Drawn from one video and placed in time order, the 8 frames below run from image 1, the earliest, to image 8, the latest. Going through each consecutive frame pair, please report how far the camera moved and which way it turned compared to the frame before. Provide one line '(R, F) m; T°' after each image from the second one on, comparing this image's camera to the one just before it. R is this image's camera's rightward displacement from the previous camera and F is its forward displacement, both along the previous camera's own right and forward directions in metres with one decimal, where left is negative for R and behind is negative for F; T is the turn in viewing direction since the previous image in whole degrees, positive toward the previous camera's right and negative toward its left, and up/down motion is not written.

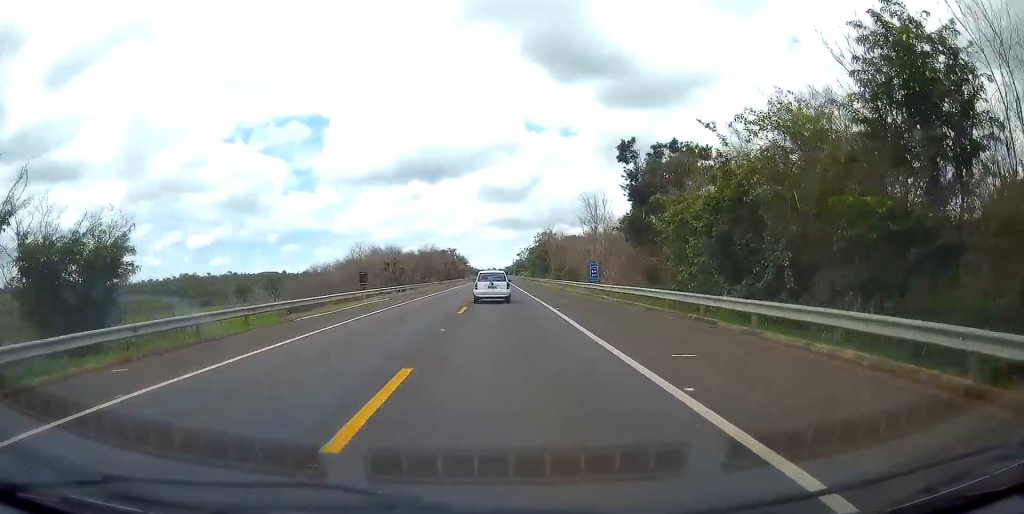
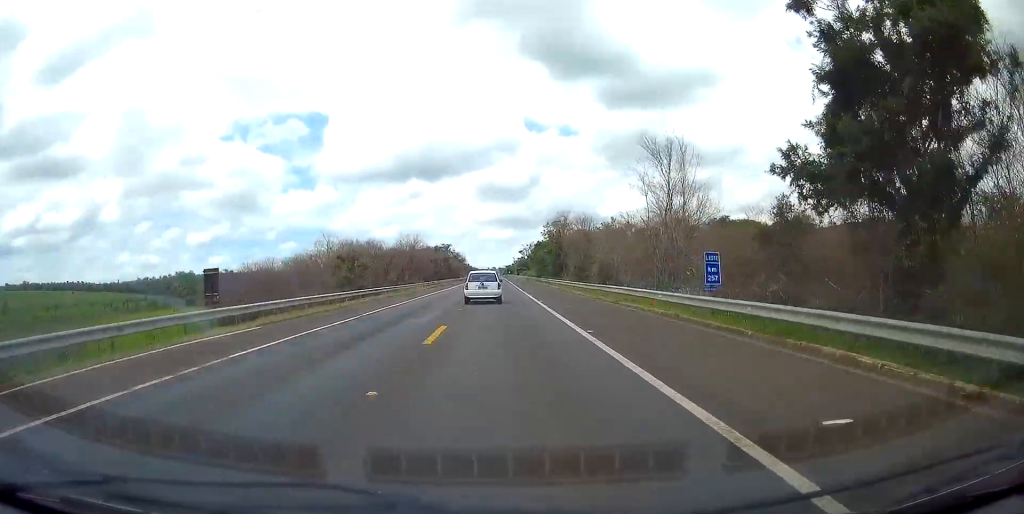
(0.0, +24.4) m; 0°
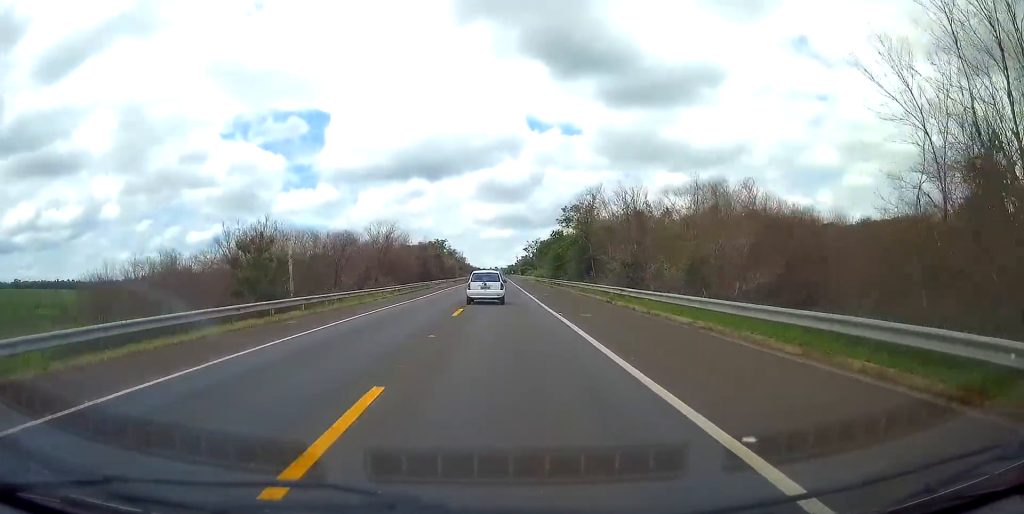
(0.0, +24.6) m; 0°
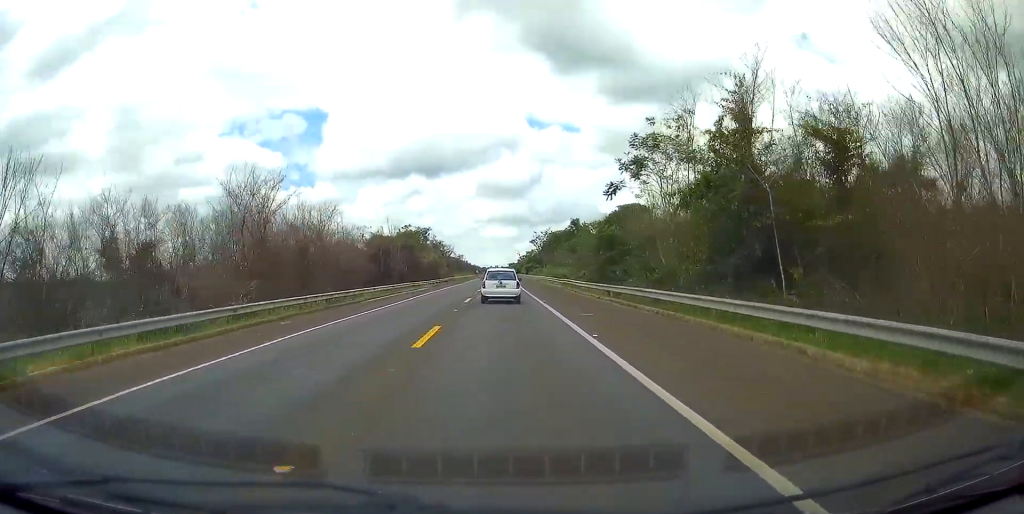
(+0.1, +40.2) m; +1°
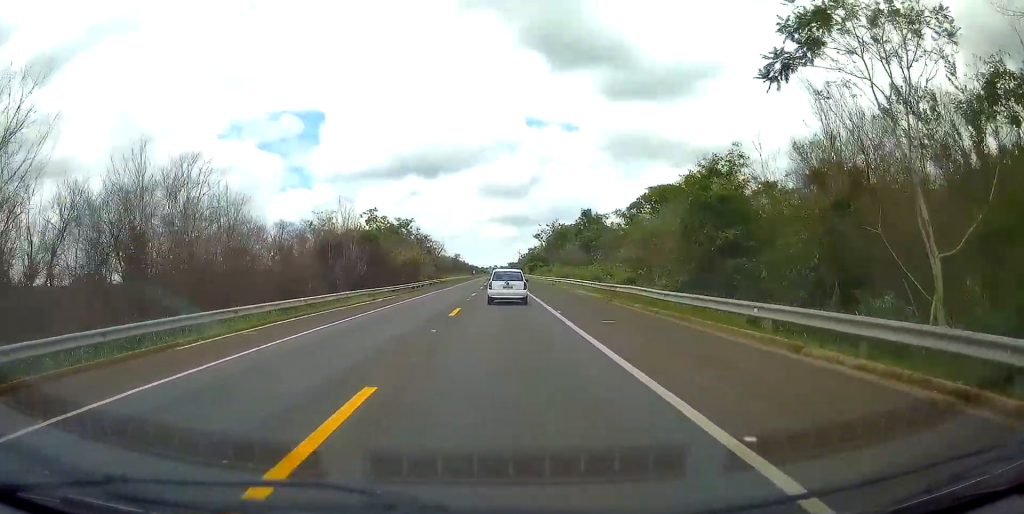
(+0.1, +23.8) m; +1°
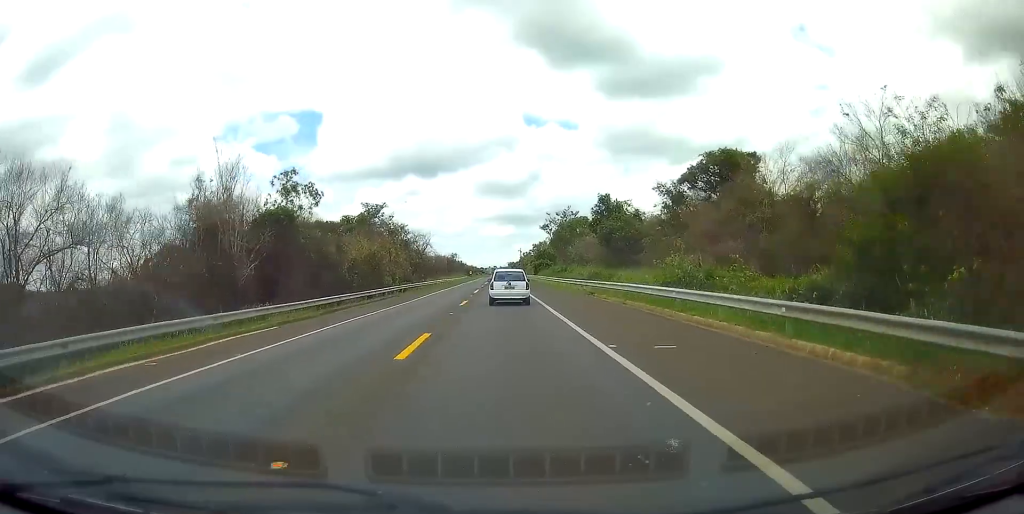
(+0.2, +25.7) m; -1°
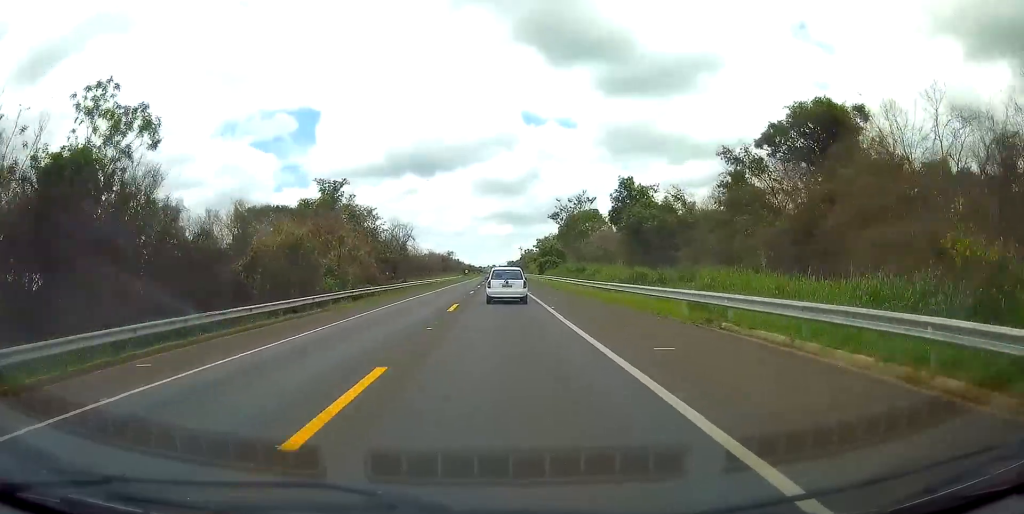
(-0.2, +21.1) m; -1°
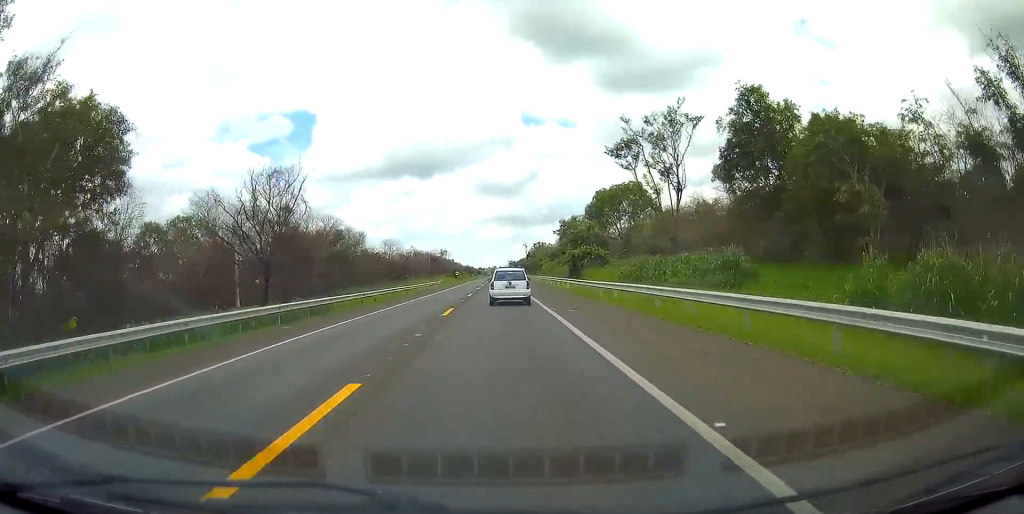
(-0.2, +50.3) m; 0°
